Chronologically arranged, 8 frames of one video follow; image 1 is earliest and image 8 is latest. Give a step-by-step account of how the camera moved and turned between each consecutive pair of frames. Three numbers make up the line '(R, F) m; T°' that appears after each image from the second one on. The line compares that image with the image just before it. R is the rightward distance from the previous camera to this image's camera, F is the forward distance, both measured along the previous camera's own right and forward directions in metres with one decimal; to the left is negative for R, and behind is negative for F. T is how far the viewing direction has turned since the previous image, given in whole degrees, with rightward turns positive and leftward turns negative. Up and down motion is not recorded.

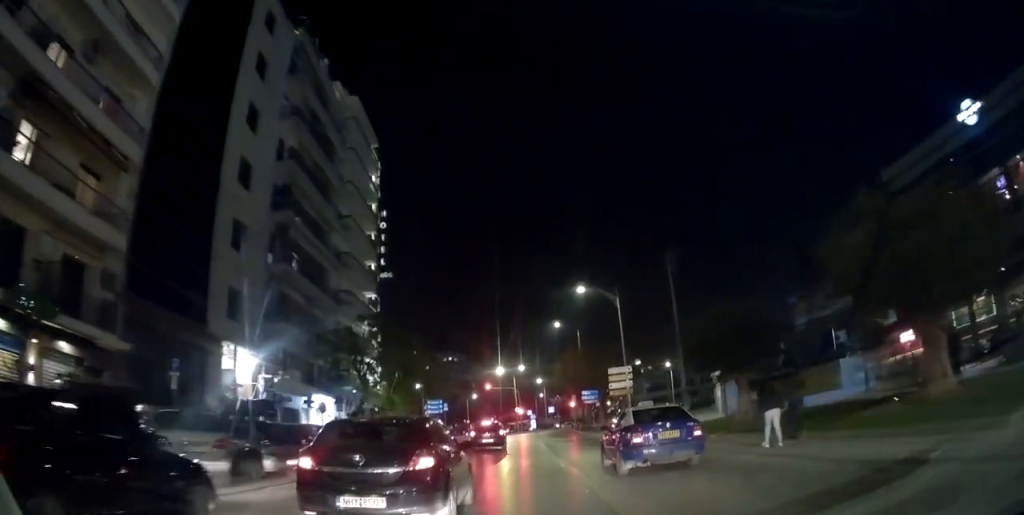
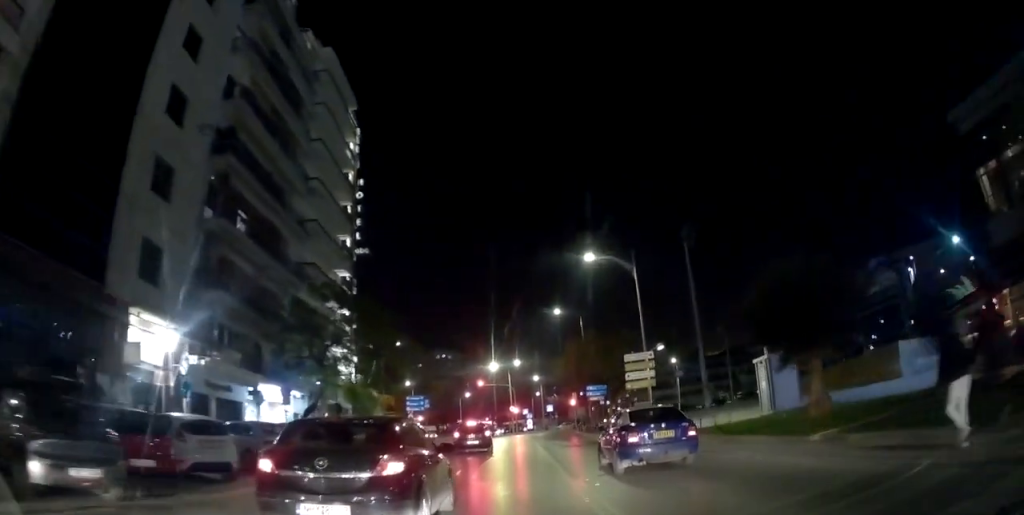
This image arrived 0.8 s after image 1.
(-0.1, +7.2) m; 0°
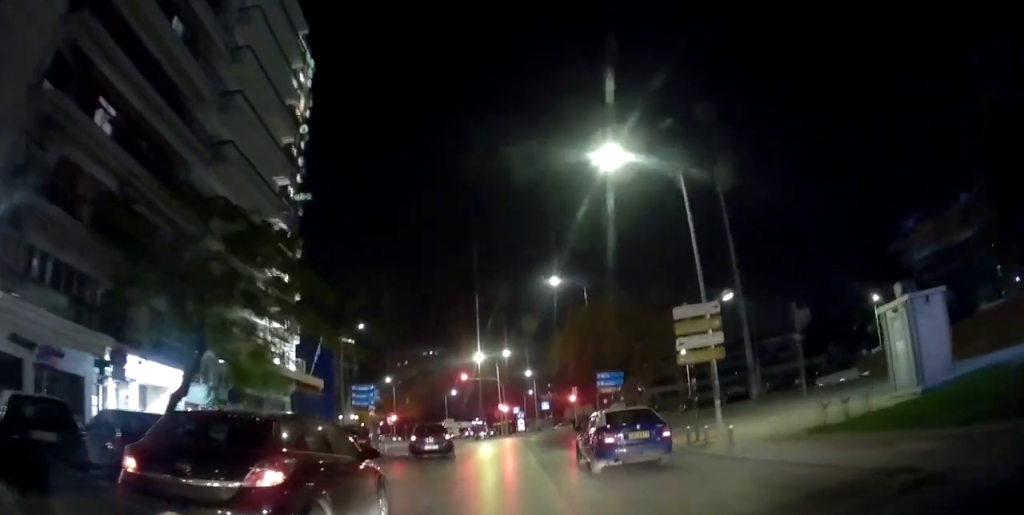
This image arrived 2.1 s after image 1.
(0.0, +11.1) m; +3°
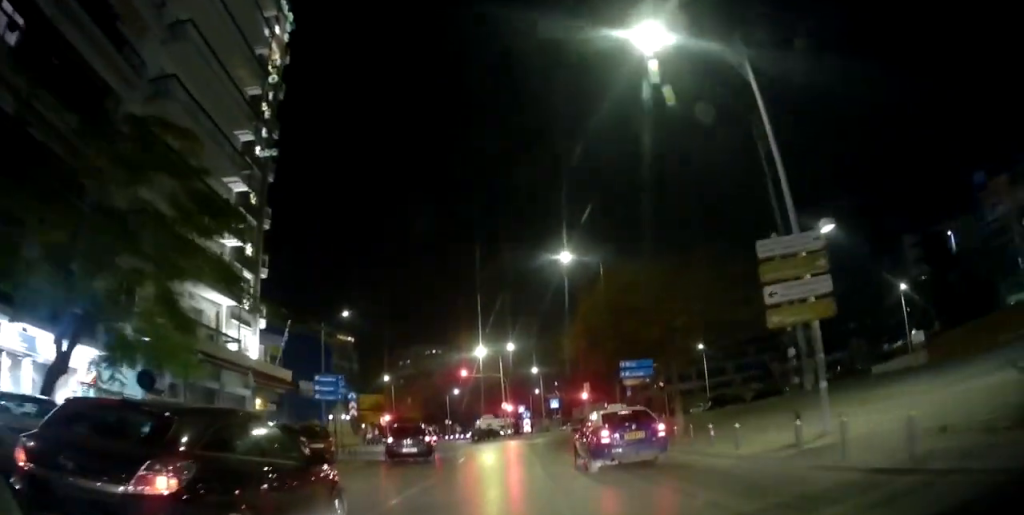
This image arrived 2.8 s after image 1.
(+0.3, +6.2) m; +1°
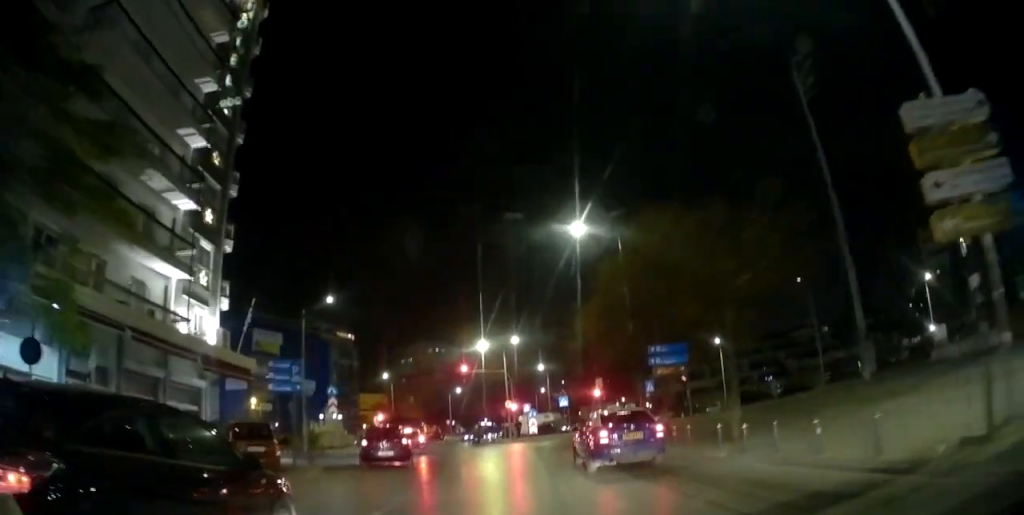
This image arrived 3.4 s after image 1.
(+0.1, +5.1) m; -1°
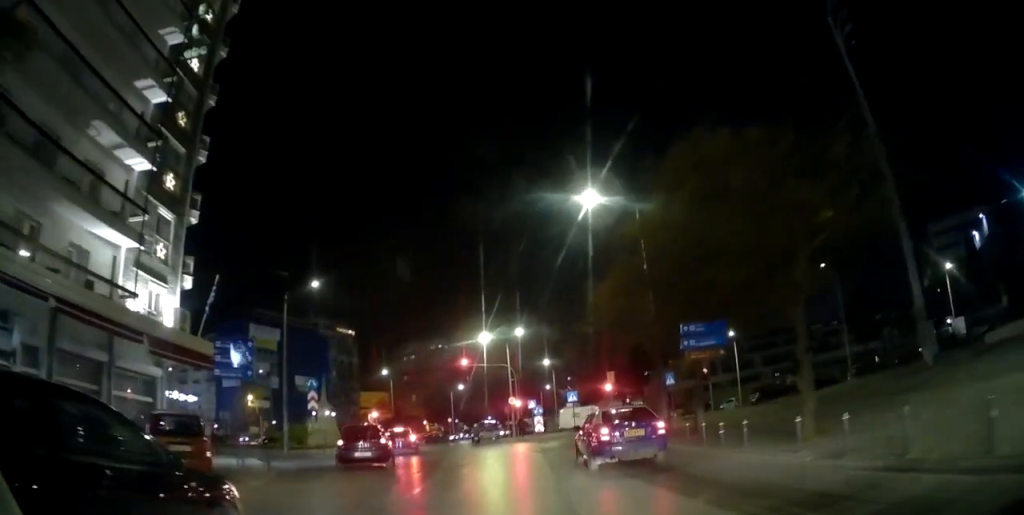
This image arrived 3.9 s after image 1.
(-0.1, +4.0) m; -3°
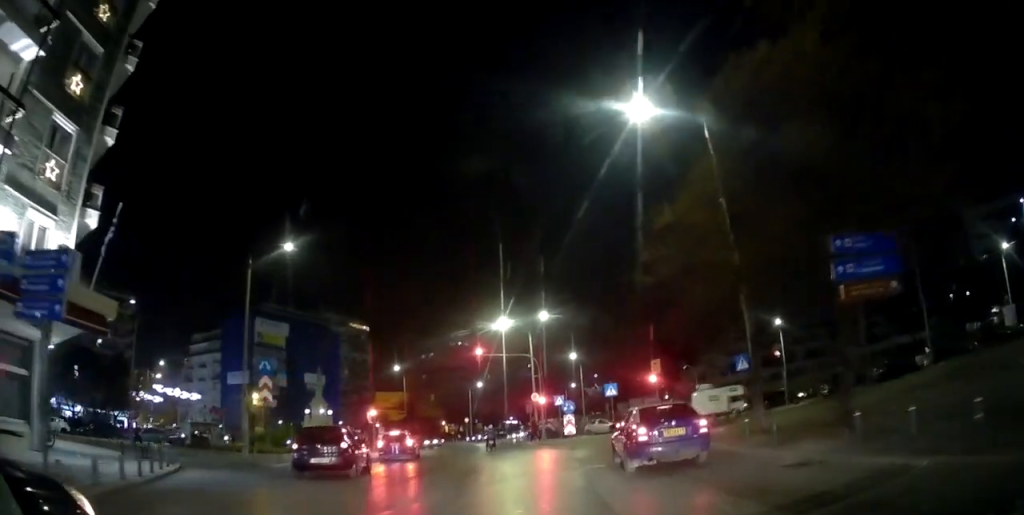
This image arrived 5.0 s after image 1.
(-0.4, +8.1) m; -2°
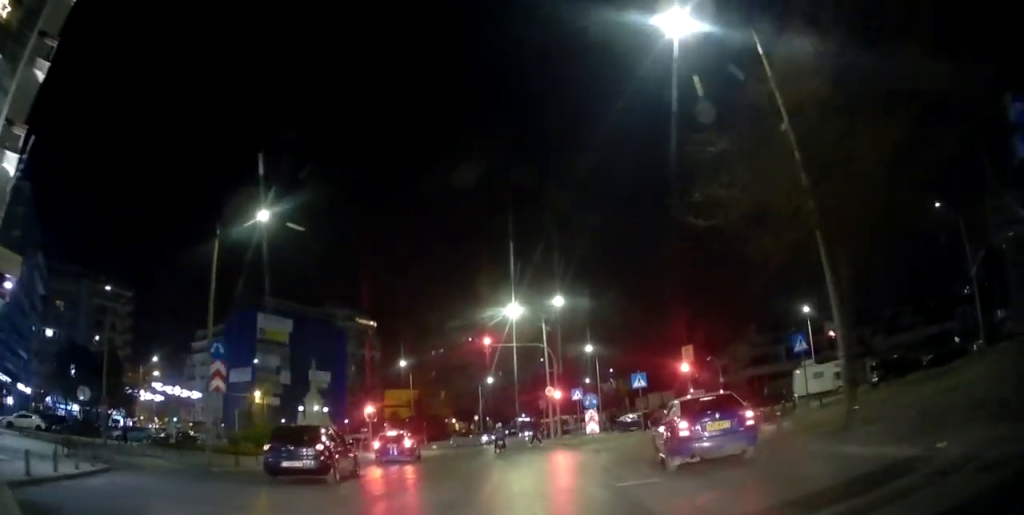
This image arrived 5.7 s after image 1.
(+0.1, +4.5) m; 0°
